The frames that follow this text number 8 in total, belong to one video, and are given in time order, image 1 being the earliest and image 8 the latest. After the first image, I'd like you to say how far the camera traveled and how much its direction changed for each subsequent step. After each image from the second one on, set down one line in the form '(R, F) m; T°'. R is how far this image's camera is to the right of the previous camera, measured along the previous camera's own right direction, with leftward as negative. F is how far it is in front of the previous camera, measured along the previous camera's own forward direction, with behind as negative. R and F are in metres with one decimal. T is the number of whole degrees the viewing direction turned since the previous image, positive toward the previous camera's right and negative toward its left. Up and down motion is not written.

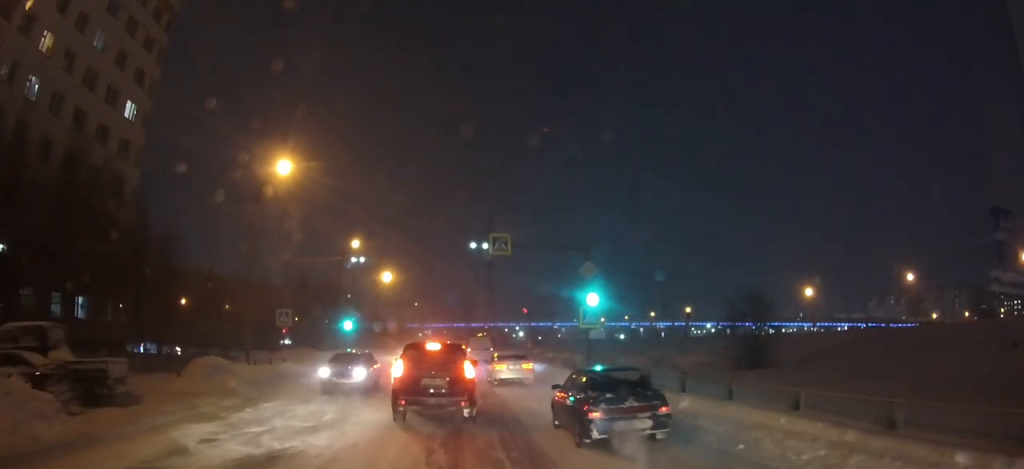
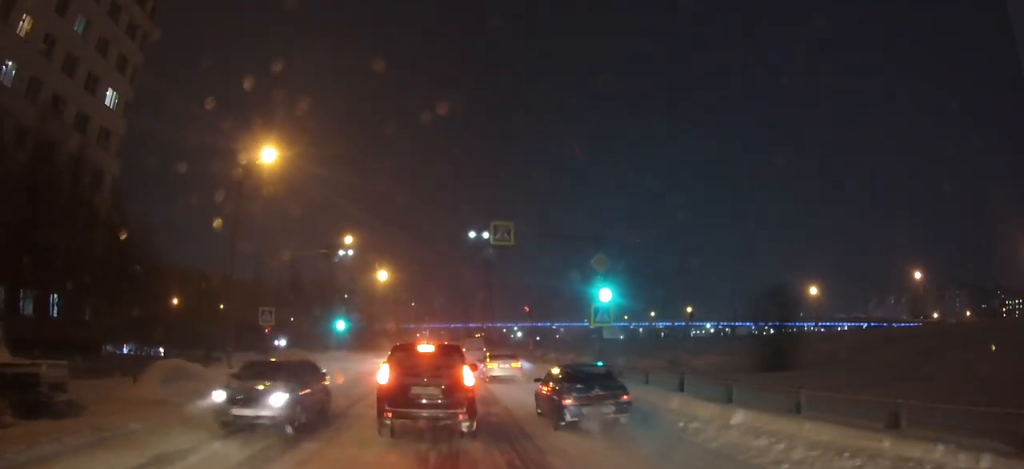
(0.0, +2.4) m; 0°
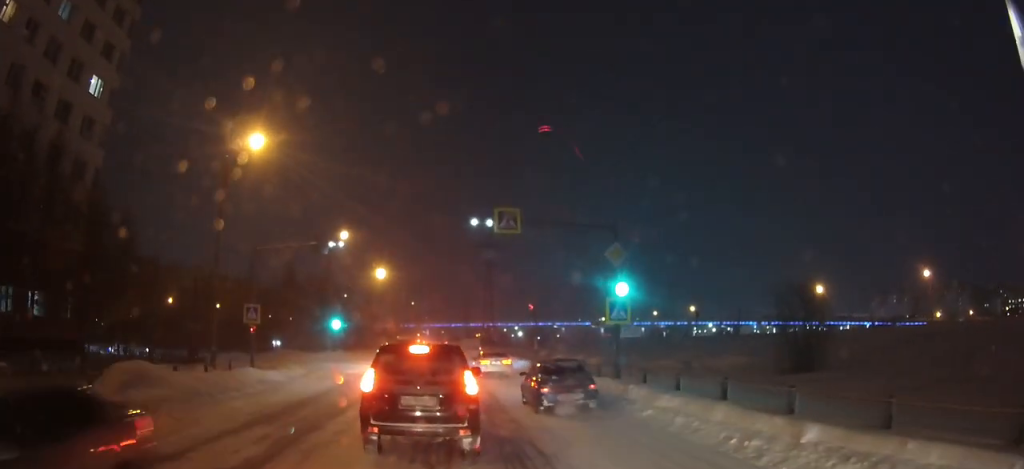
(0.0, +2.0) m; 0°
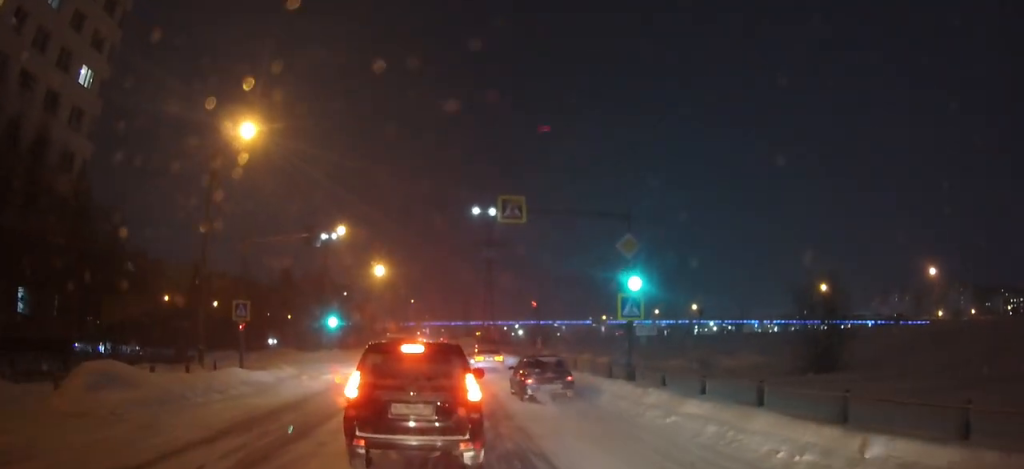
(0.0, +1.2) m; +1°
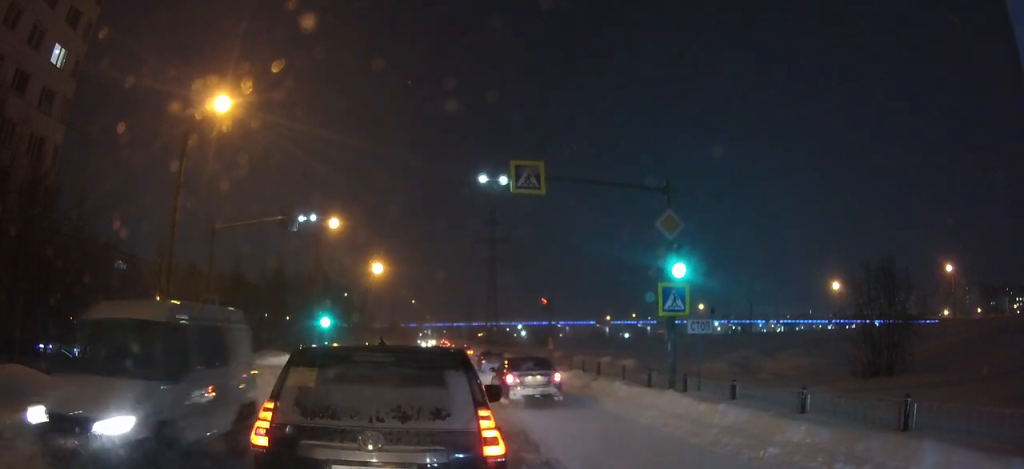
(+0.1, +2.8) m; +2°
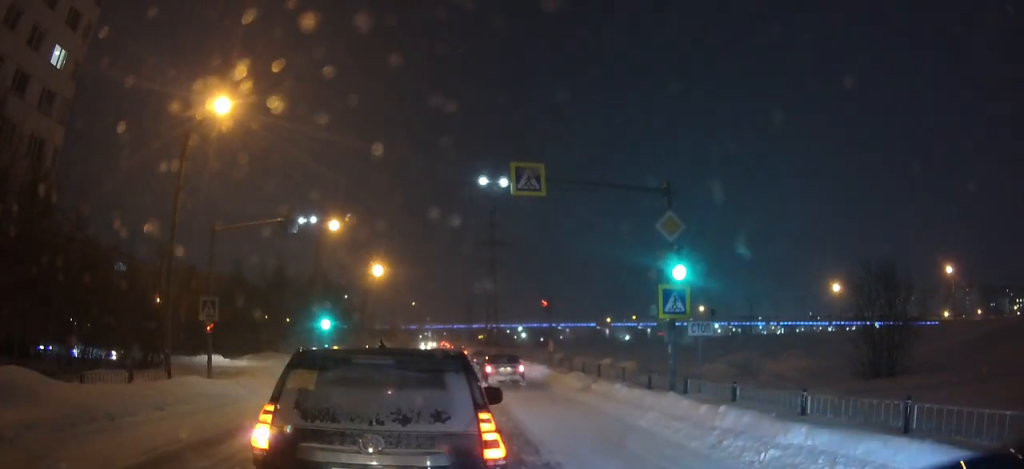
(-0.1, +0.1) m; 0°
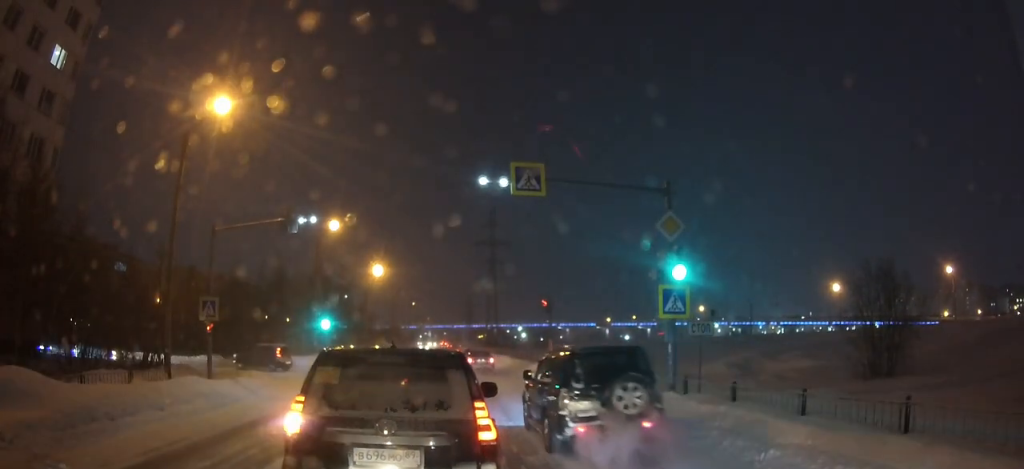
(-0.3, +0.2) m; 0°
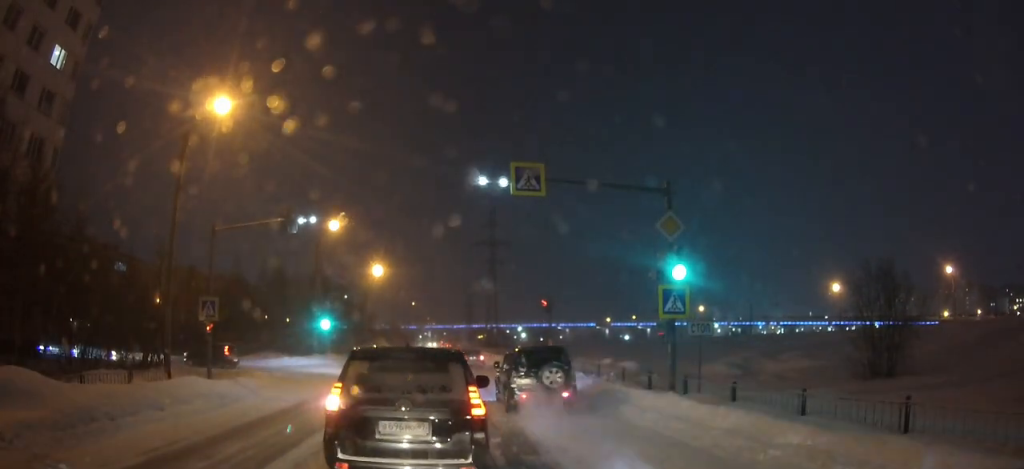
(-0.2, +0.4) m; 0°
